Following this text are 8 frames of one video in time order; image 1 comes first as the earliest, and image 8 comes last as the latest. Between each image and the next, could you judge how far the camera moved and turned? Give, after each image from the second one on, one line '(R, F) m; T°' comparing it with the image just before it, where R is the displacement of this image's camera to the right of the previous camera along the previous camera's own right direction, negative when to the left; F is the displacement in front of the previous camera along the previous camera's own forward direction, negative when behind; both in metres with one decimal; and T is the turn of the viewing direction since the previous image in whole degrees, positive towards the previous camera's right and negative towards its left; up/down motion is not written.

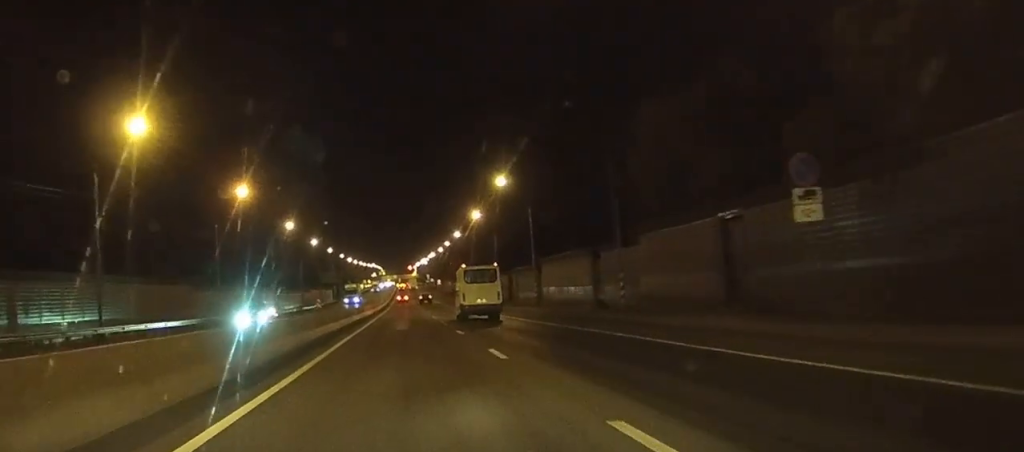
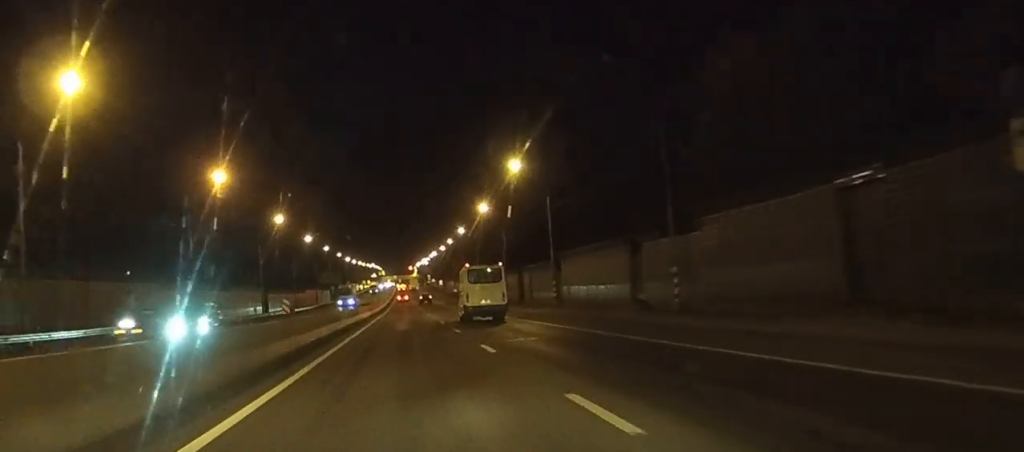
(0.0, +9.4) m; 0°
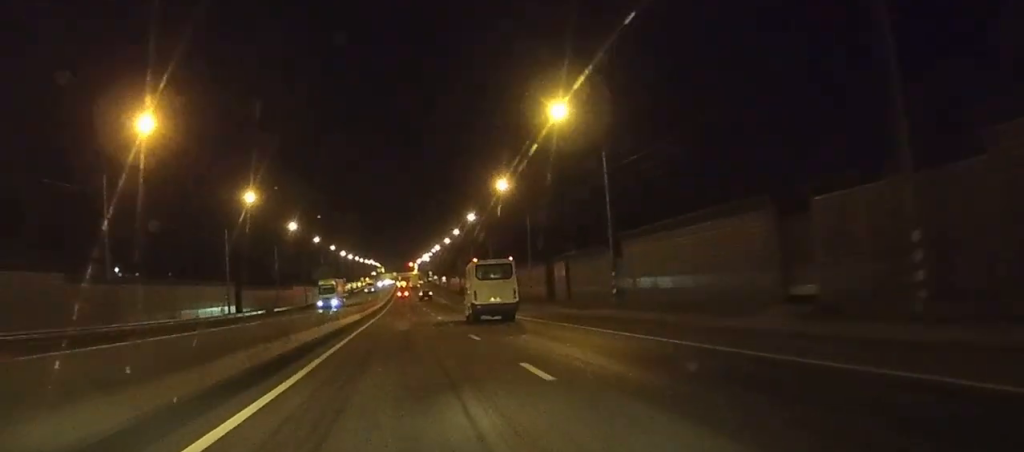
(0.0, +18.9) m; 0°
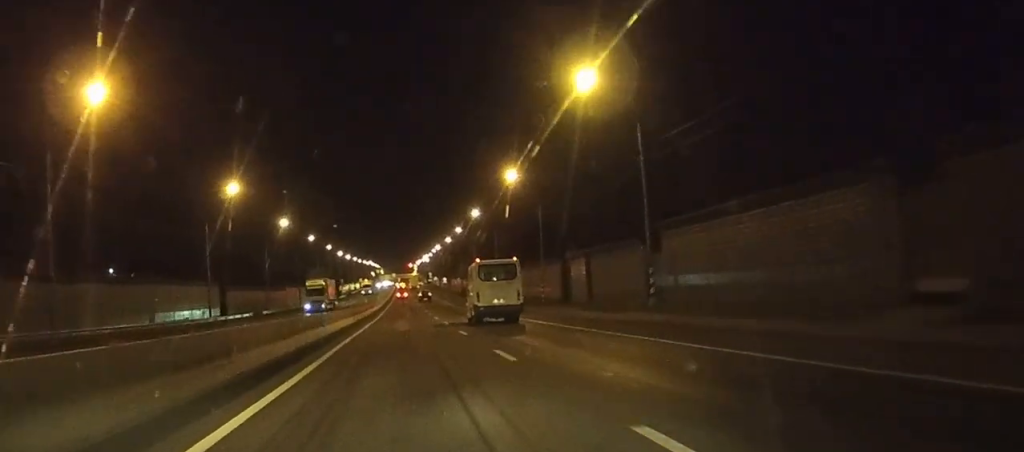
(0.0, +7.5) m; 0°
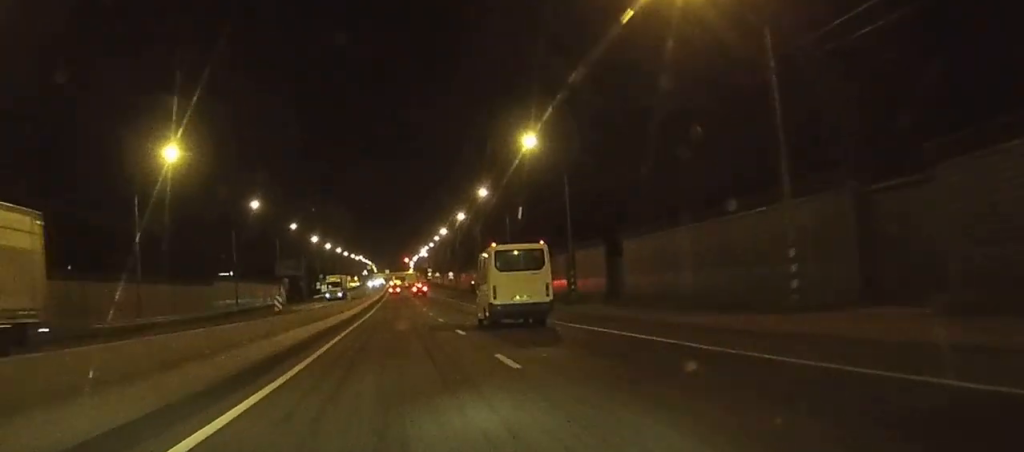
(+0.4, +49.2) m; +1°
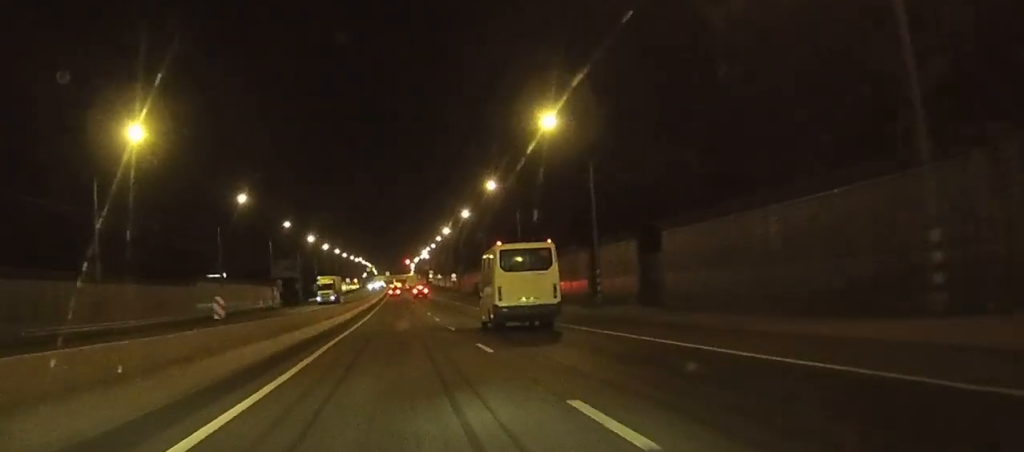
(0.0, +7.6) m; 0°
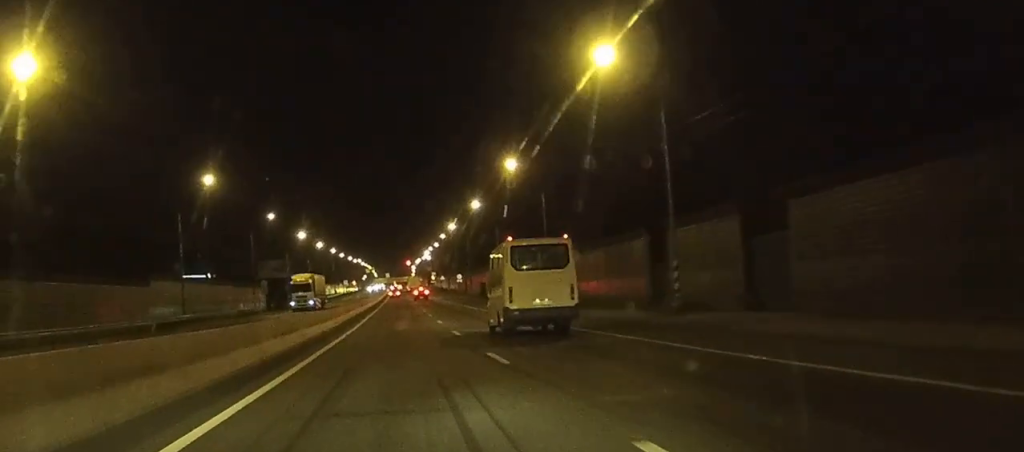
(+0.1, +14.6) m; 0°
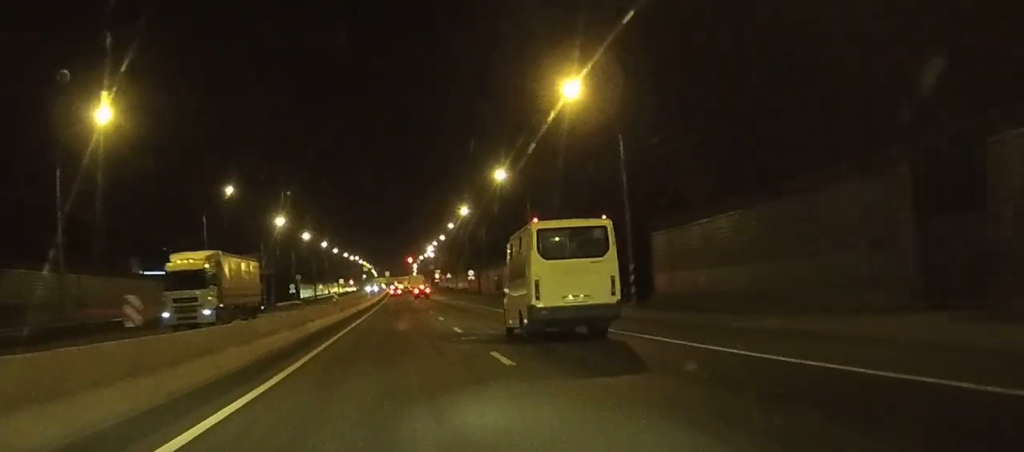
(0.0, +24.7) m; 0°
